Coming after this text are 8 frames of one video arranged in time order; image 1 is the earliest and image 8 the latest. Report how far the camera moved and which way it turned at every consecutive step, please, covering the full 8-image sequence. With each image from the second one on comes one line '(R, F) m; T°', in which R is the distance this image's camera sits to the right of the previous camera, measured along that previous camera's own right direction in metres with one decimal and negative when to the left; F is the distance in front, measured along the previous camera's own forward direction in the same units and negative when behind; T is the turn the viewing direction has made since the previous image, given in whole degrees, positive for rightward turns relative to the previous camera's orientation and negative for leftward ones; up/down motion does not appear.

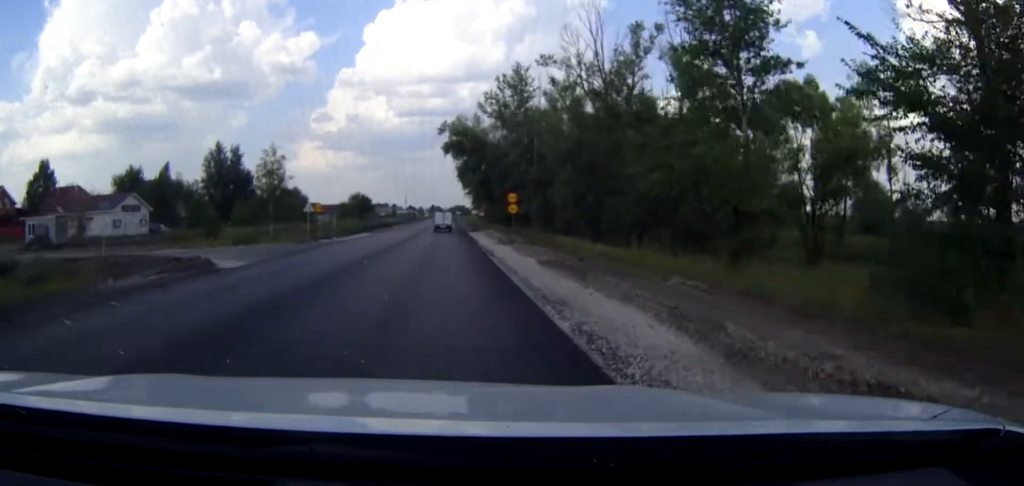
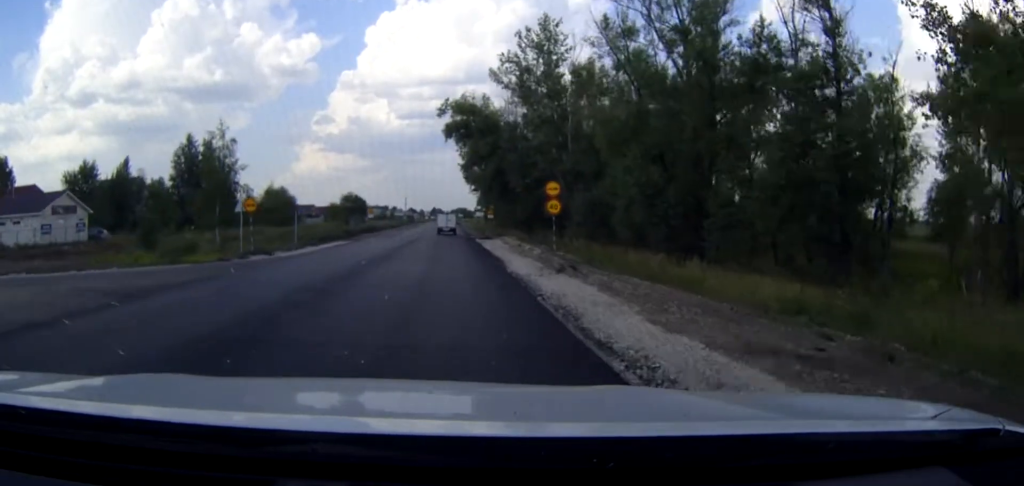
(0.0, +19.2) m; 0°
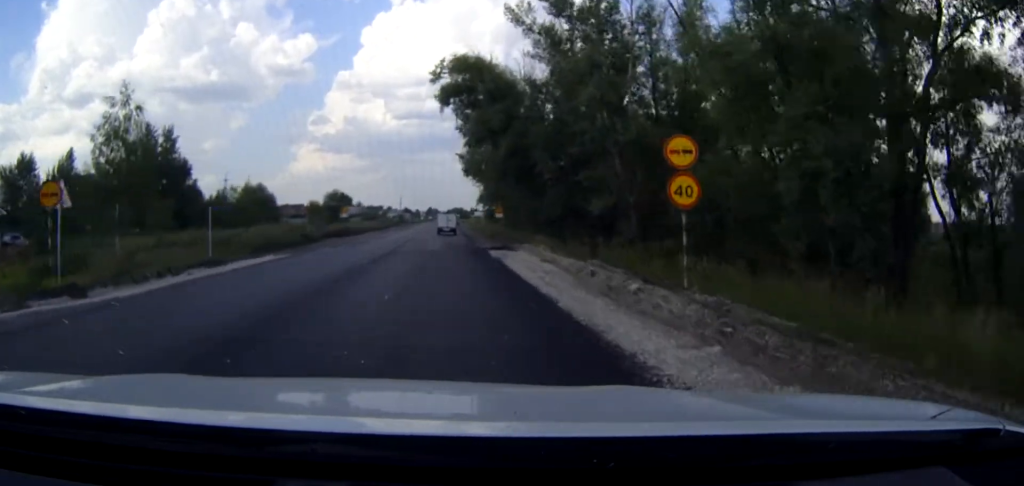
(0.0, +18.8) m; 0°
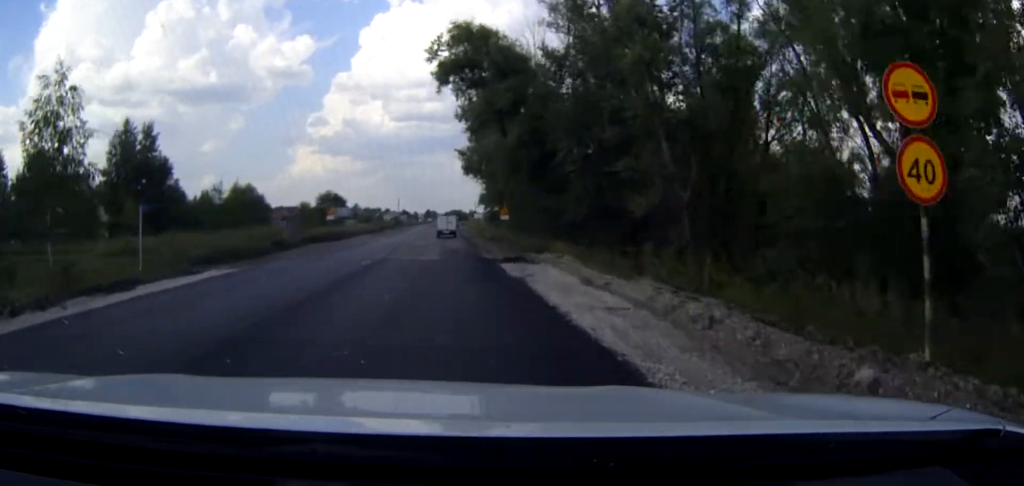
(0.0, +8.1) m; 0°
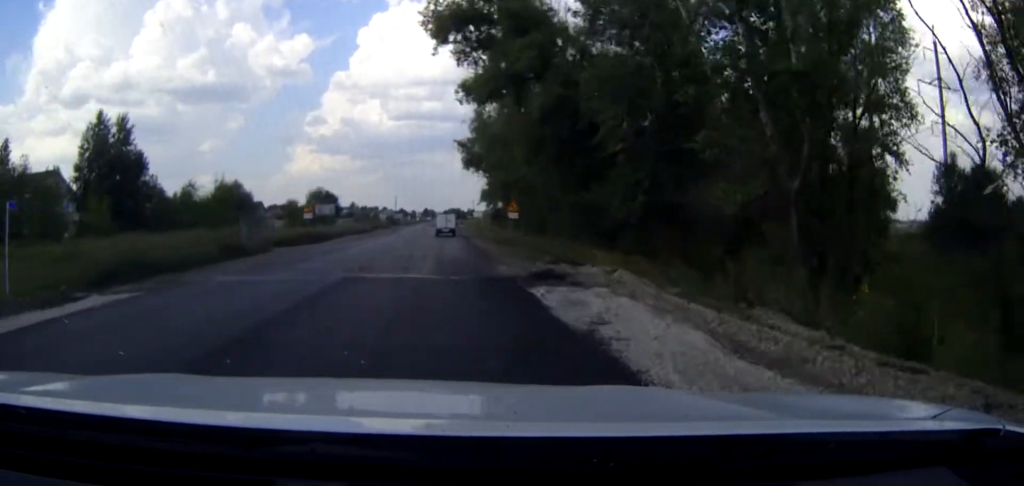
(0.0, +9.2) m; 0°
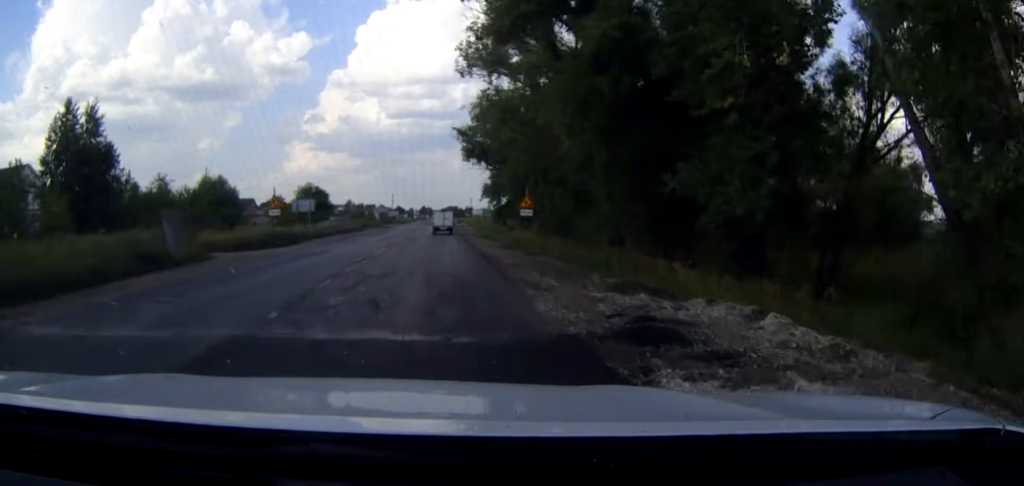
(0.0, +9.7) m; 0°
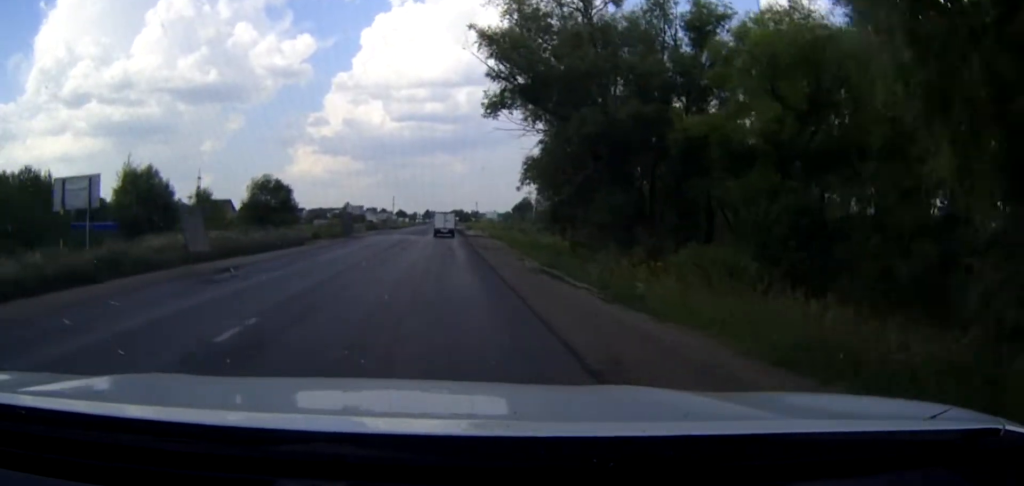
(0.0, +38.6) m; 0°
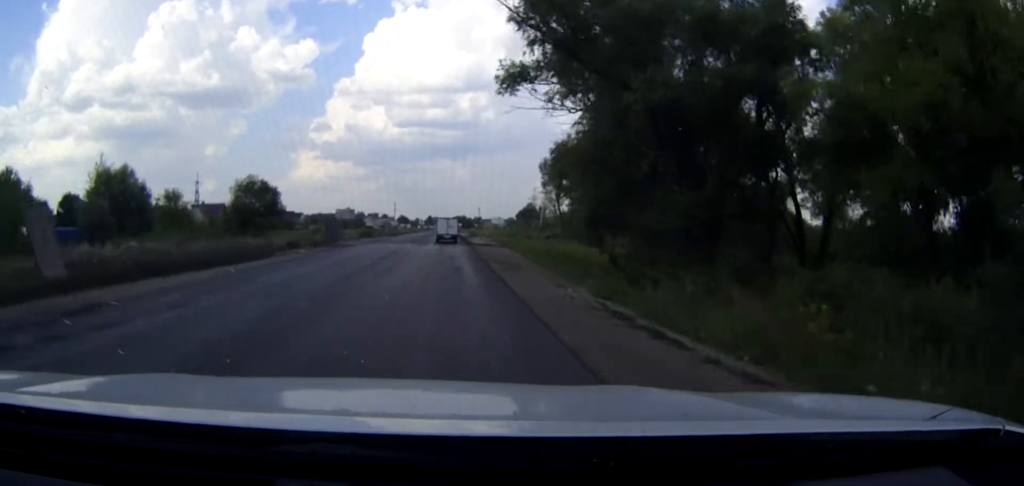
(0.0, +9.9) m; 0°
